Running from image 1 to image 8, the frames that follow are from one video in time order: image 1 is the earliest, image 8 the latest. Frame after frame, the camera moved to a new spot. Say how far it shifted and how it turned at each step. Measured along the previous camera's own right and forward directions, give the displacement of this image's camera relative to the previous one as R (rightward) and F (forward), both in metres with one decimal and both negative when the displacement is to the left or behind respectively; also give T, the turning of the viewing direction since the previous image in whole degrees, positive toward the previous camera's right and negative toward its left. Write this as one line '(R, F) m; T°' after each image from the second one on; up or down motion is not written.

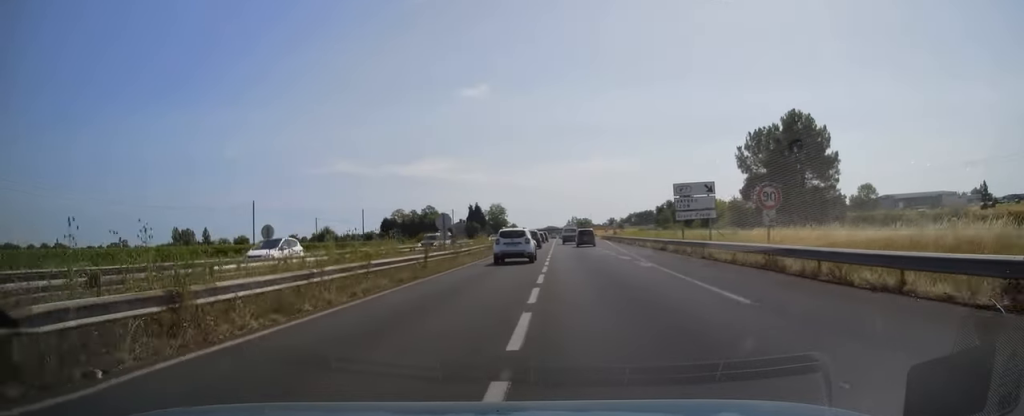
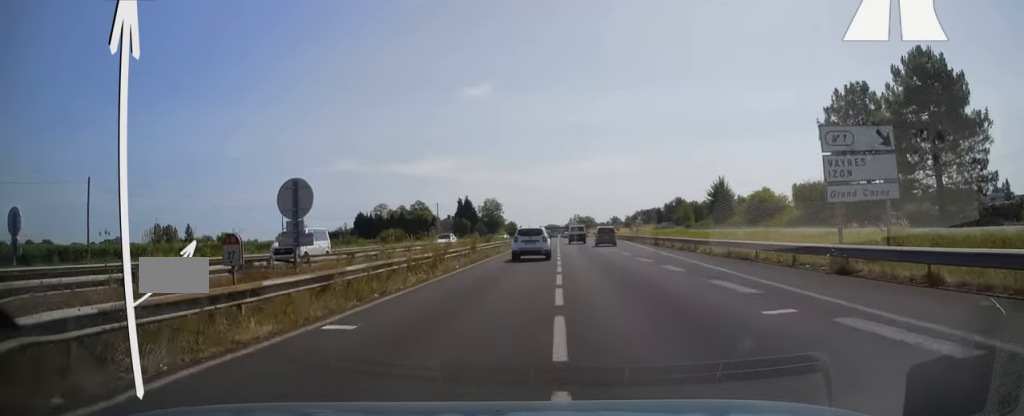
(0.0, +23.4) m; 0°
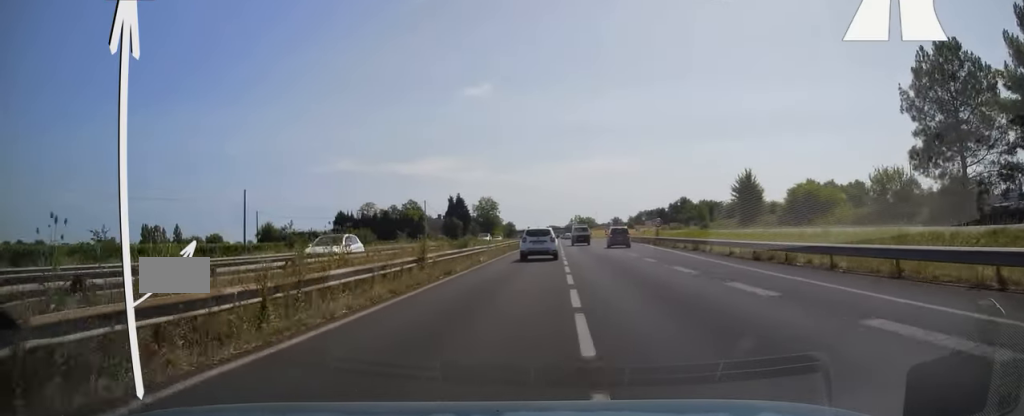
(0.0, +13.6) m; 0°
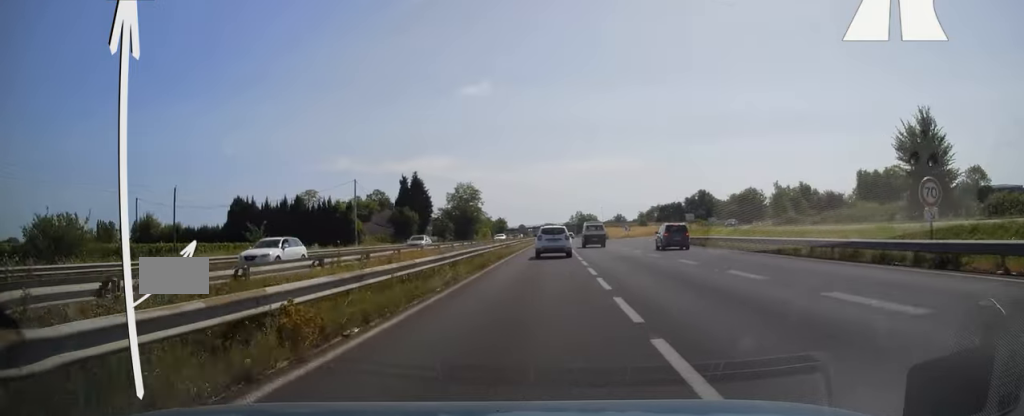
(0.0, +43.8) m; 0°
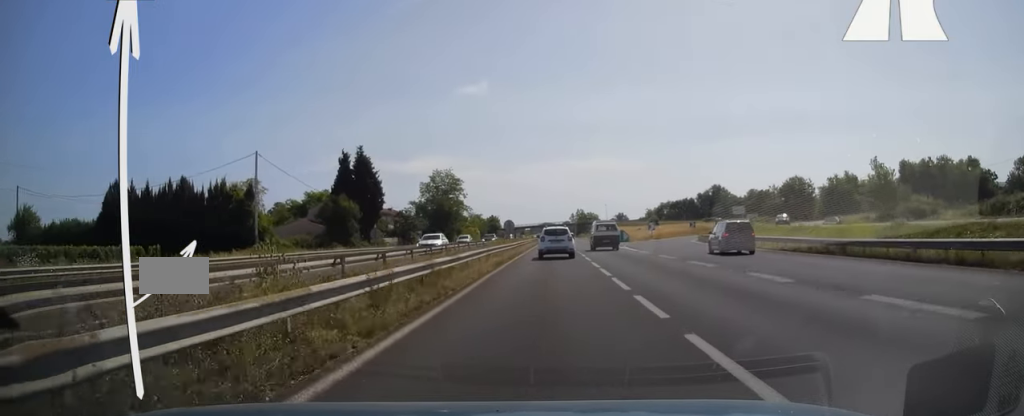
(+0.1, +27.5) m; 0°
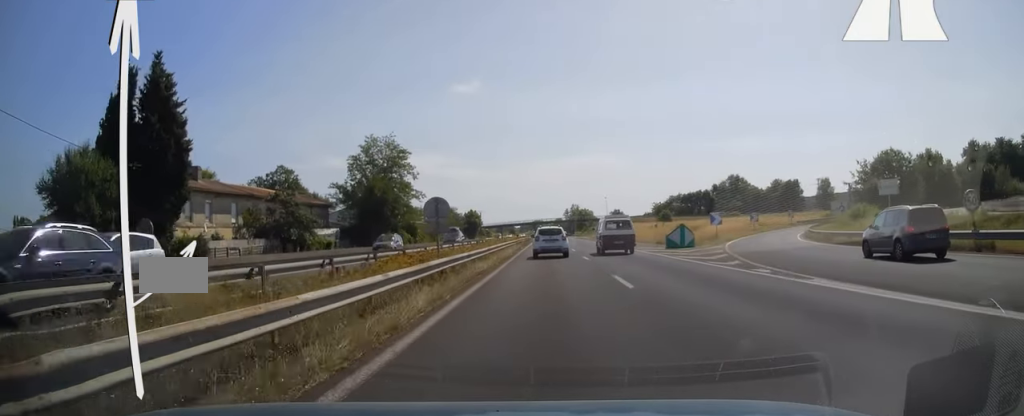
(-0.1, +36.5) m; 0°
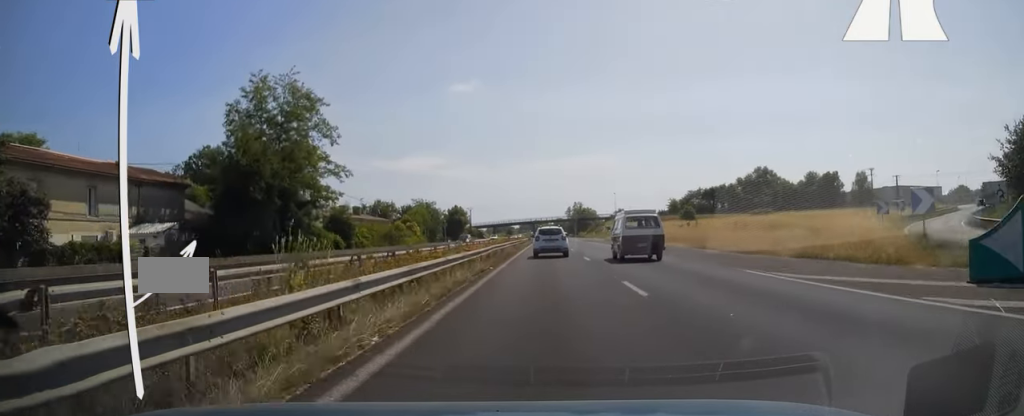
(0.0, +29.6) m; 0°
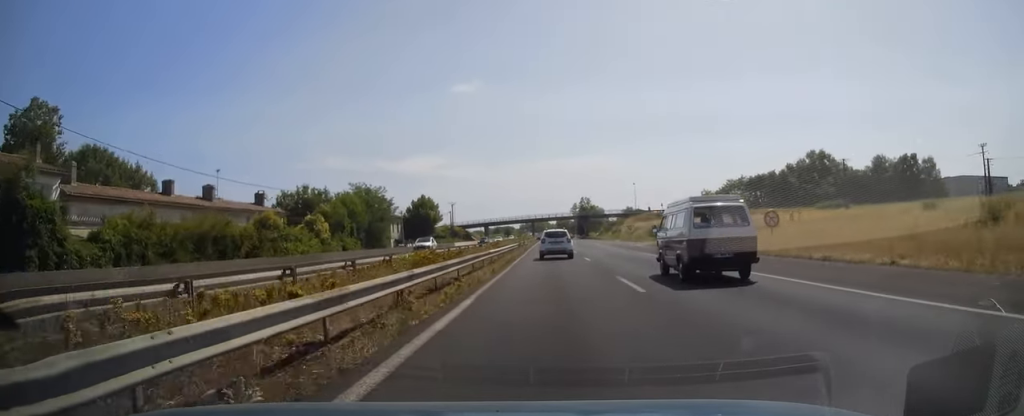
(0.0, +40.7) m; +1°
